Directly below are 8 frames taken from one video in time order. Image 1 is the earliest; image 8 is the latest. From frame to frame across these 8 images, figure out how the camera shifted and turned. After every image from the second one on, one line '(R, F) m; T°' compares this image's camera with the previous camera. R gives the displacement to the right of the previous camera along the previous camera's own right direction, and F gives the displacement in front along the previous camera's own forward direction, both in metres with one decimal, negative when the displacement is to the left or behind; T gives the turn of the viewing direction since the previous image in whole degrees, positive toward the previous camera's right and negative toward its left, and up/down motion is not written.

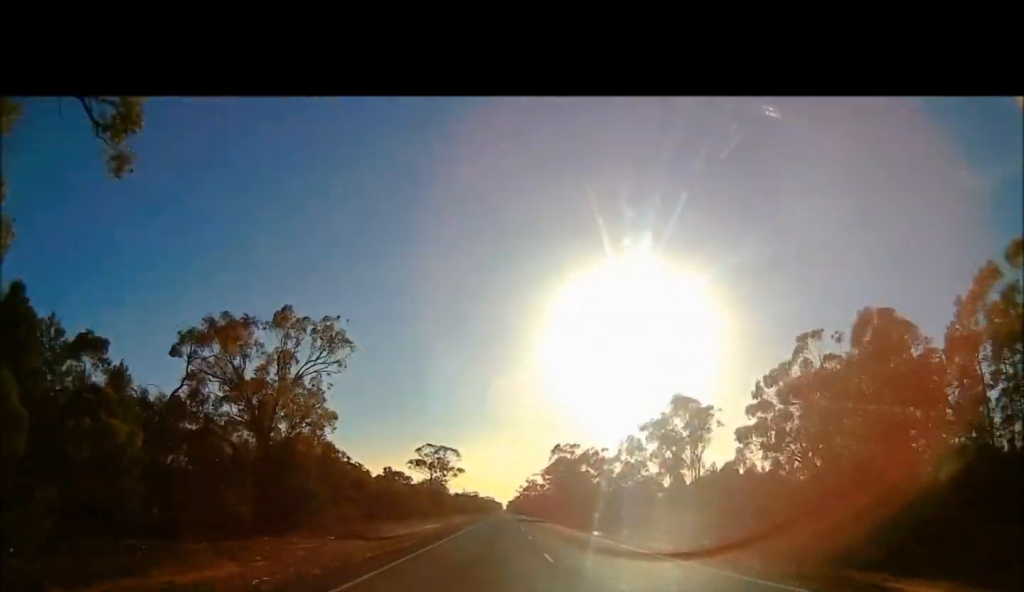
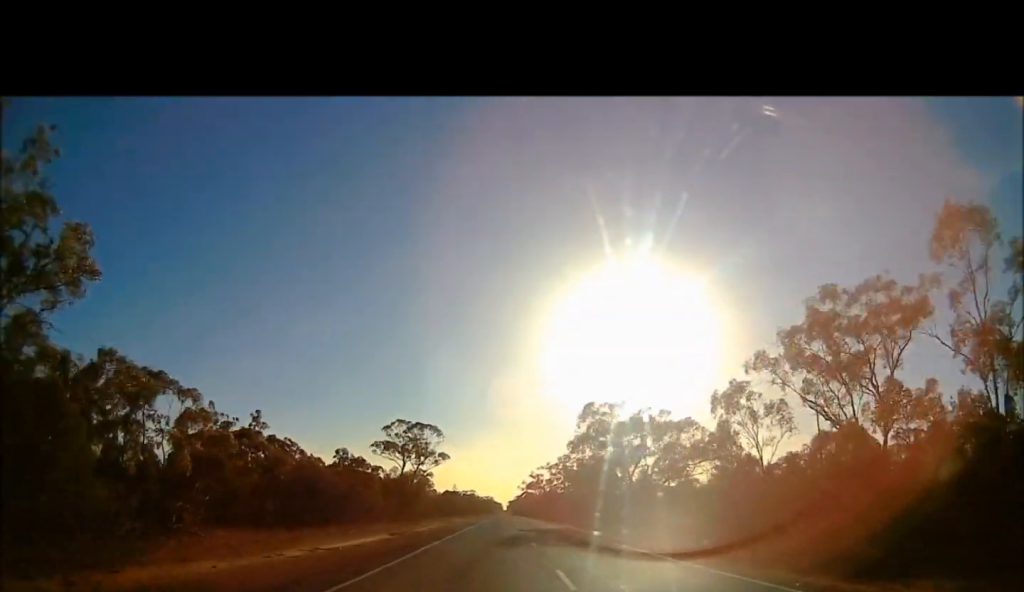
(-1.1, +41.2) m; -2°
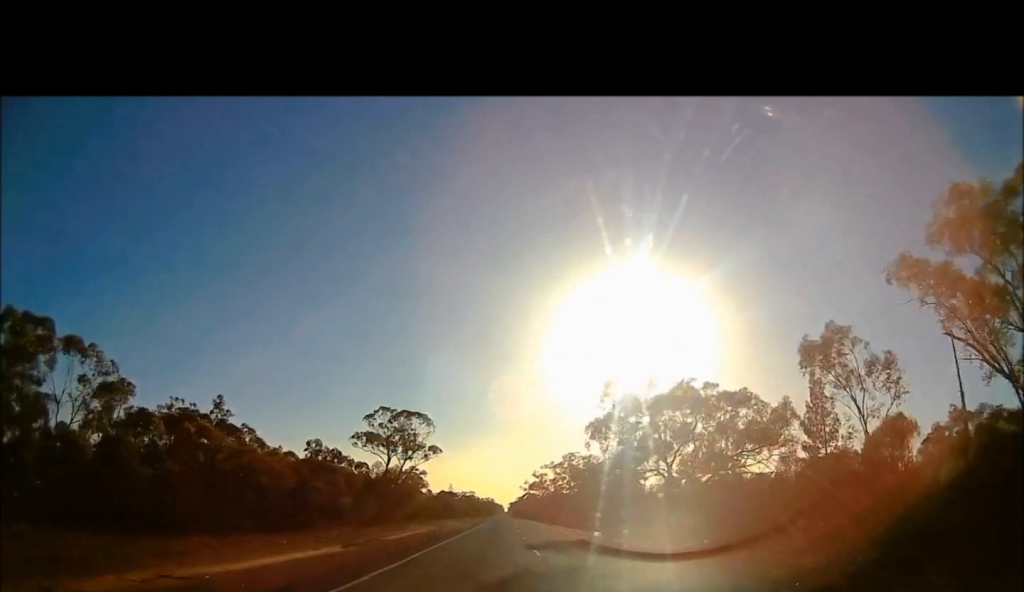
(0.0, +15.5) m; 0°
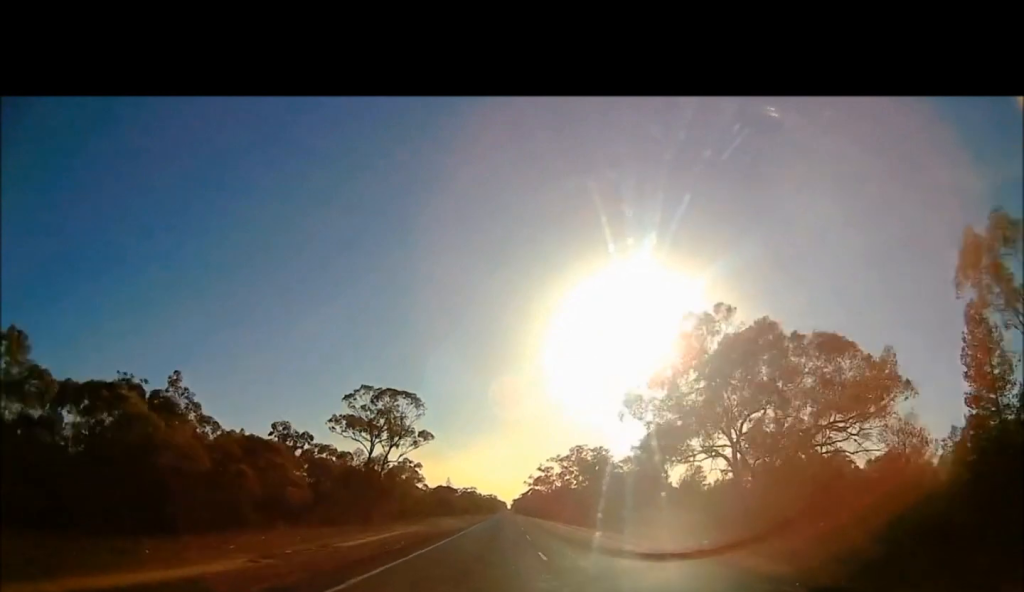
(-0.1, +14.3) m; +1°
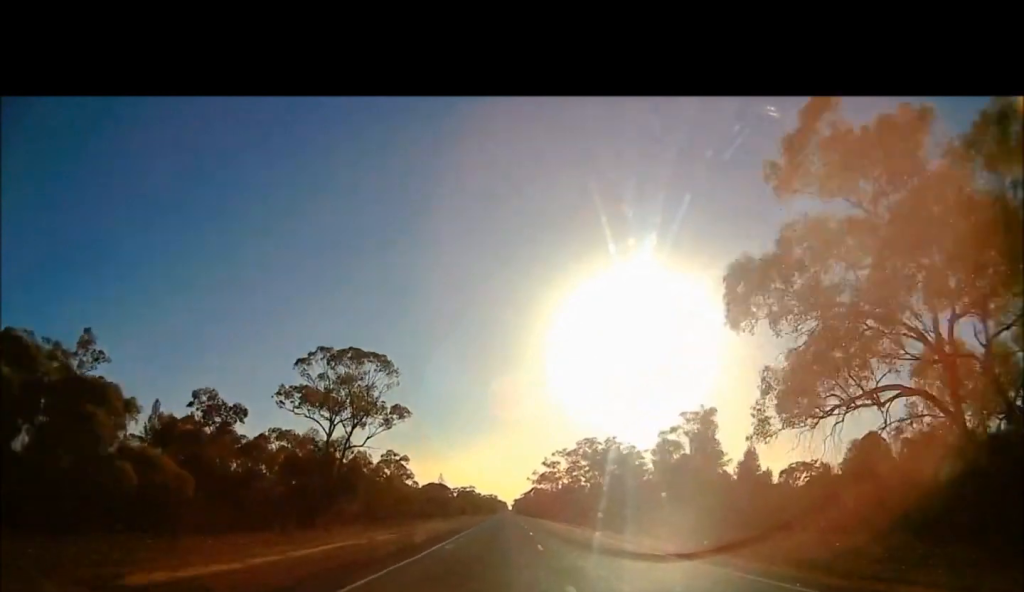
(0.0, +19.9) m; +1°
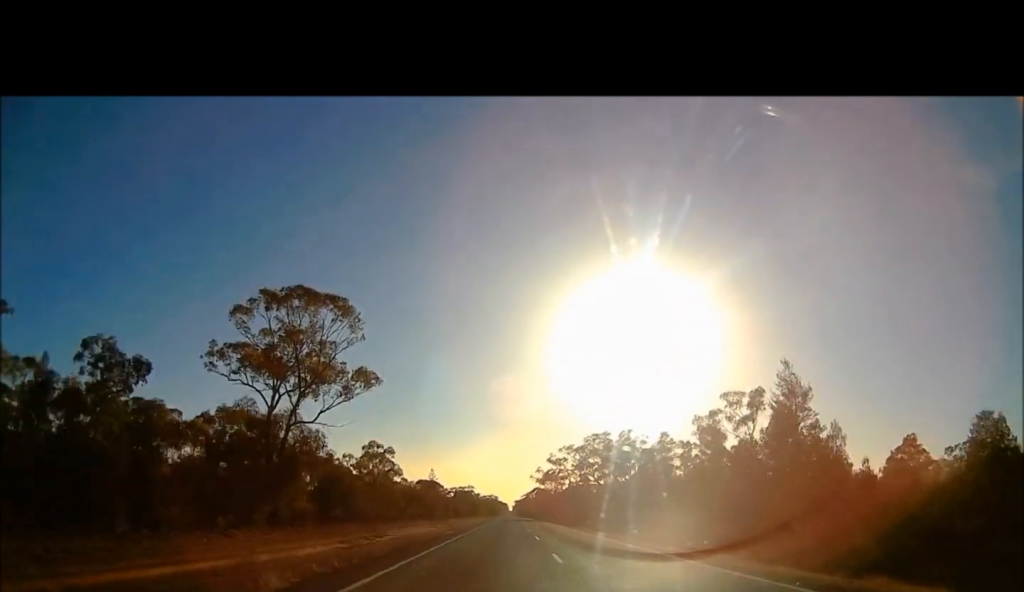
(+0.4, +16.8) m; +1°
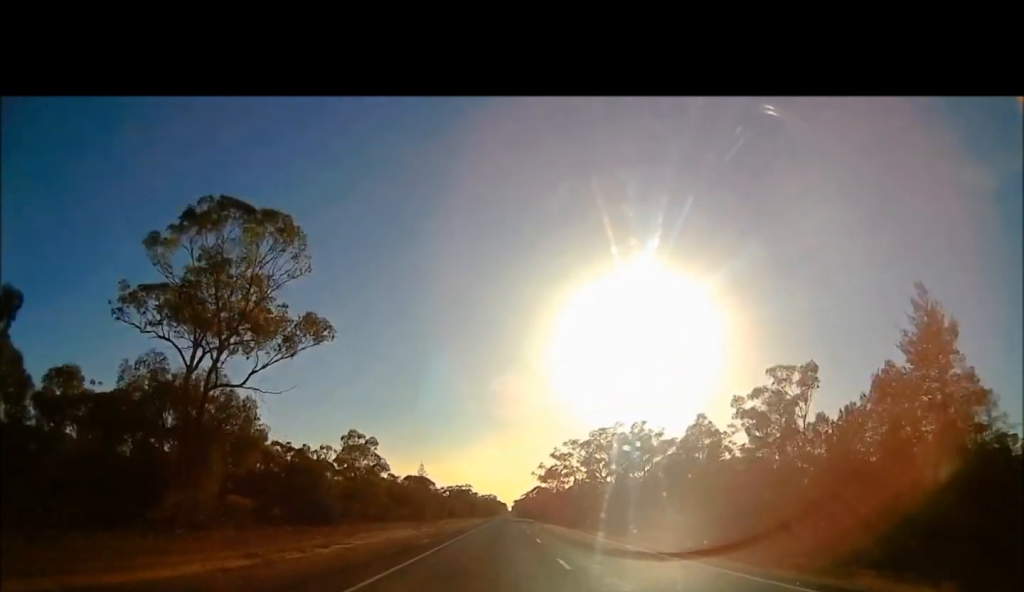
(+0.1, +13.4) m; 0°
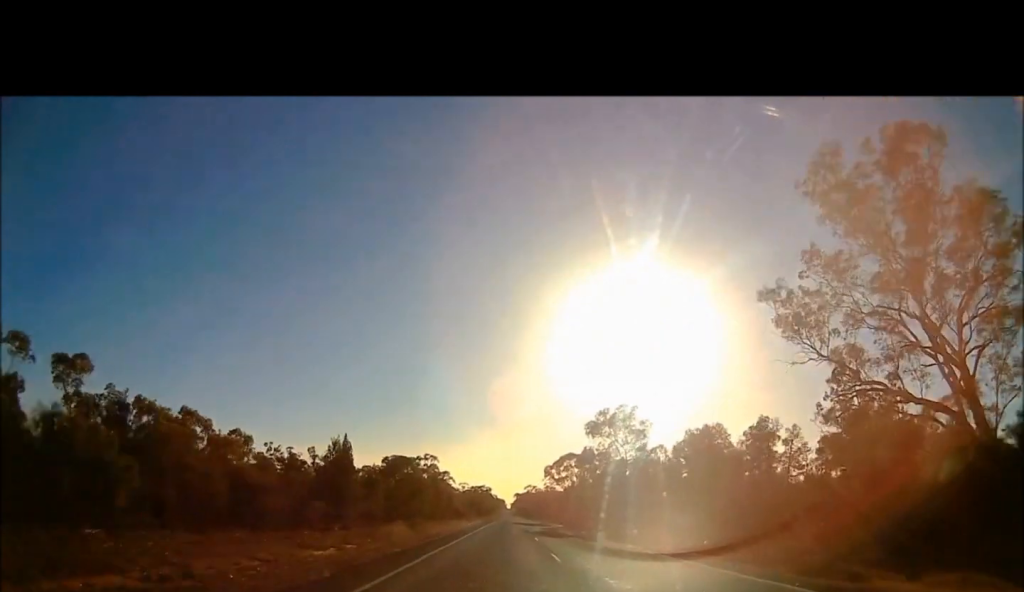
(-1.6, +132.4) m; -1°
